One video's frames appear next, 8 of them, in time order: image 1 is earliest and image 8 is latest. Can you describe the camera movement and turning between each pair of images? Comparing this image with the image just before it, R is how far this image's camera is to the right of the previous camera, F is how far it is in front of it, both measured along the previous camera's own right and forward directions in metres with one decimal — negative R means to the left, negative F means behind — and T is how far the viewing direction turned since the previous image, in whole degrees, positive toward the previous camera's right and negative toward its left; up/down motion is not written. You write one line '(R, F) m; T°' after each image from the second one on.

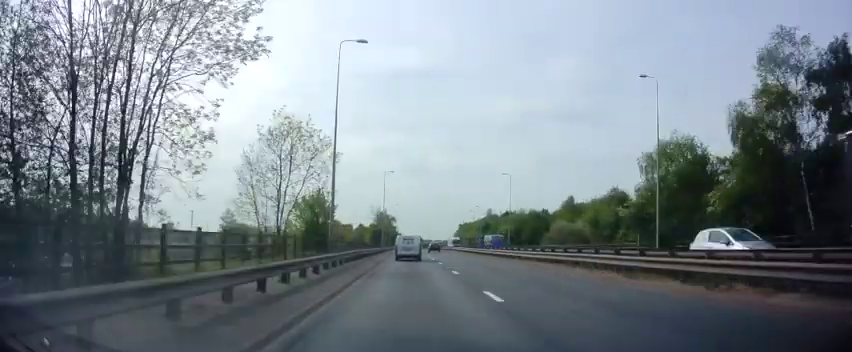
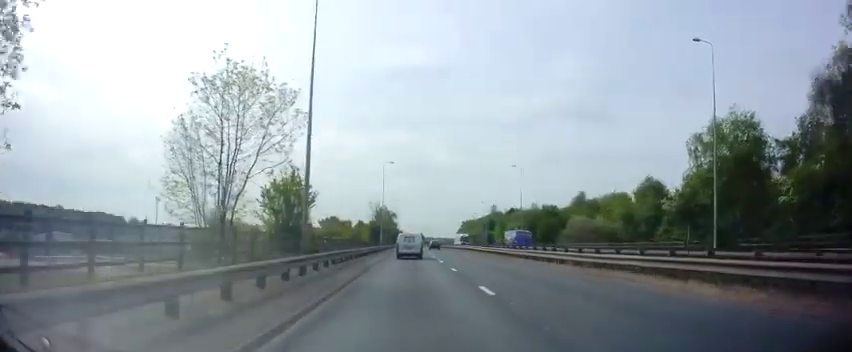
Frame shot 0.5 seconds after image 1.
(-0.1, +8.0) m; 0°
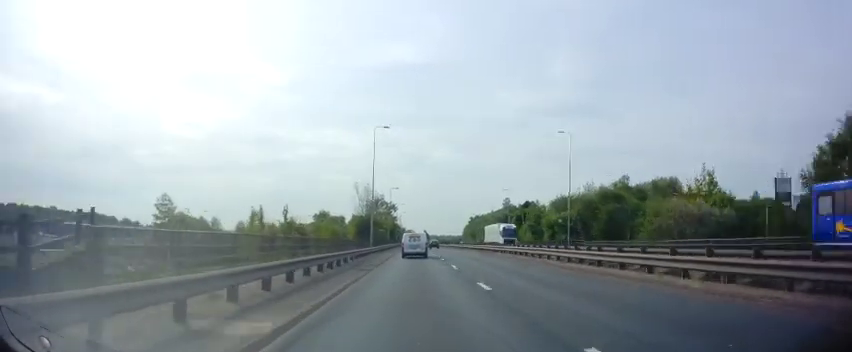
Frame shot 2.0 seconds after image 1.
(-0.1, +26.1) m; -1°
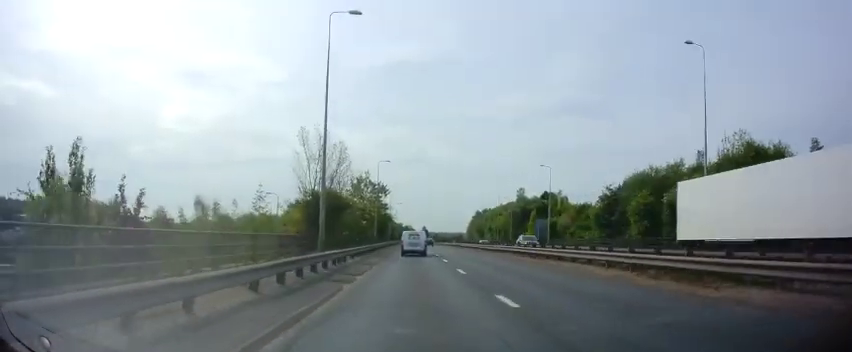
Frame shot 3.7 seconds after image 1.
(-0.2, +30.4) m; 0°
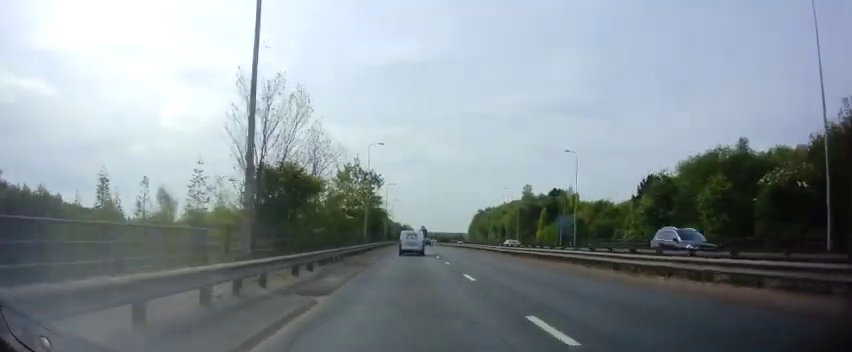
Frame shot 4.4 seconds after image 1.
(0.0, +12.2) m; +1°
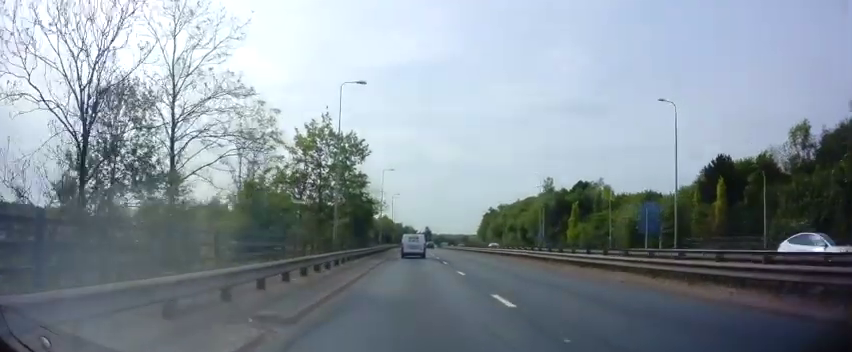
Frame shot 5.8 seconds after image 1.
(+0.1, +23.7) m; -1°
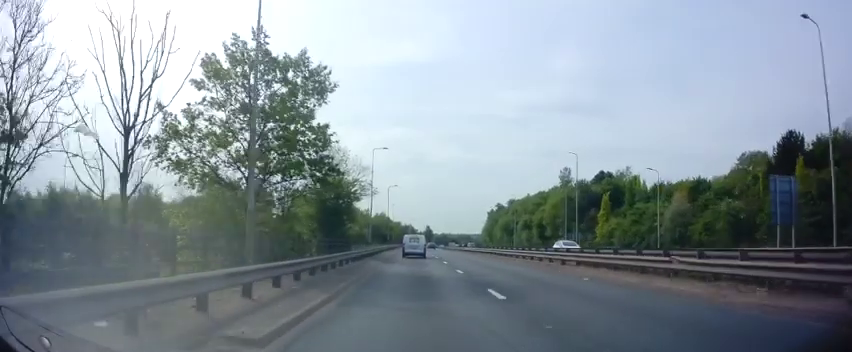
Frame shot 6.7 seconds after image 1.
(-0.2, +17.2) m; 0°
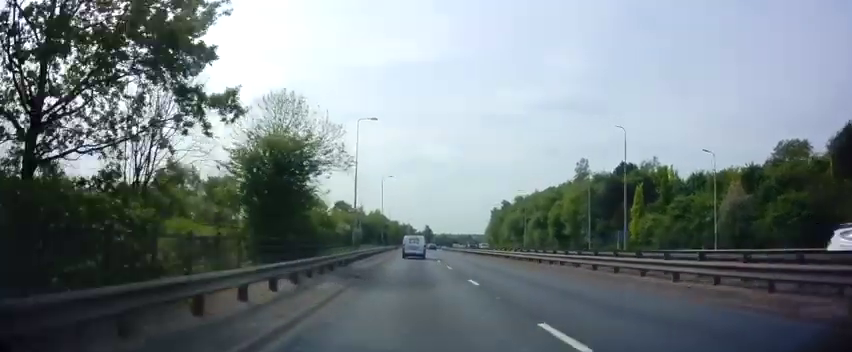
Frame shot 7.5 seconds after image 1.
(+0.1, +14.2) m; +1°
